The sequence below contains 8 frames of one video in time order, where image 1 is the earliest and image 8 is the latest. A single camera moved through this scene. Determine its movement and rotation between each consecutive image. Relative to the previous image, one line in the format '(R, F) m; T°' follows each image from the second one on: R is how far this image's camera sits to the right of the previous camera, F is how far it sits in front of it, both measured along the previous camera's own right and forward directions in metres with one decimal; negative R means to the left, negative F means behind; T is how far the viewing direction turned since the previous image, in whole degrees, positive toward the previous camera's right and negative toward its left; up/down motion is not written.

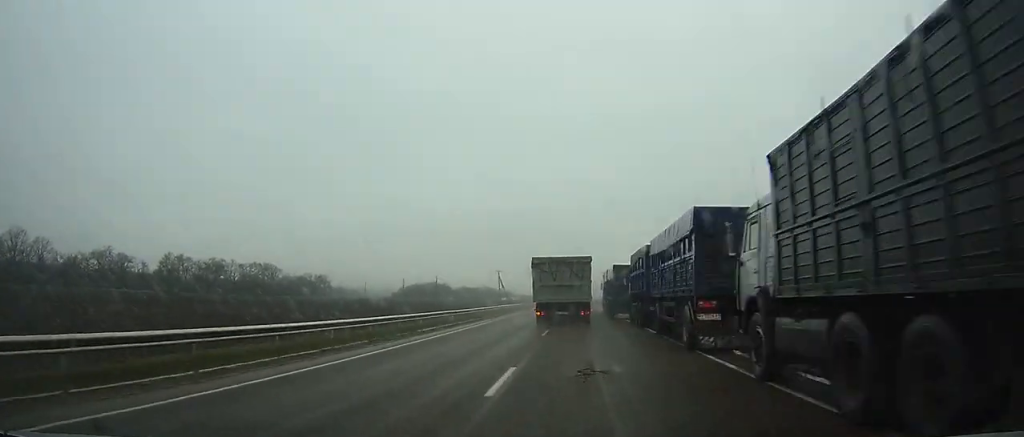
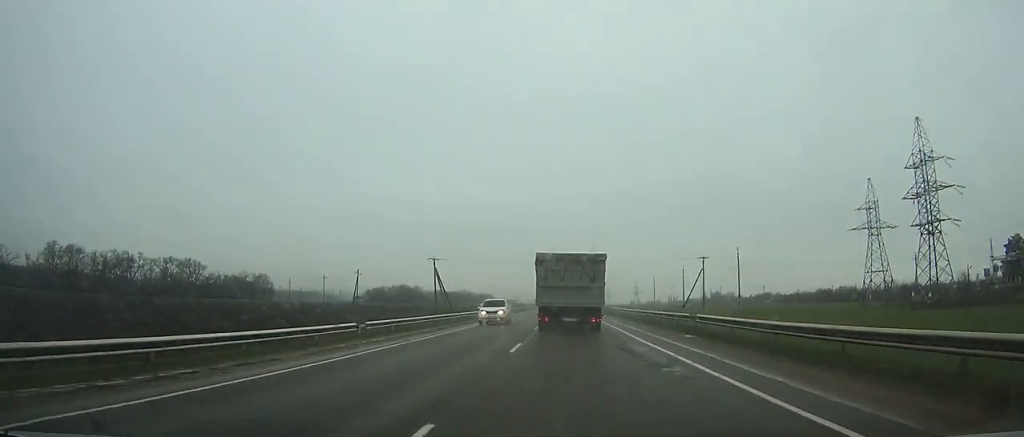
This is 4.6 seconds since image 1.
(+0.5, +66.6) m; 0°
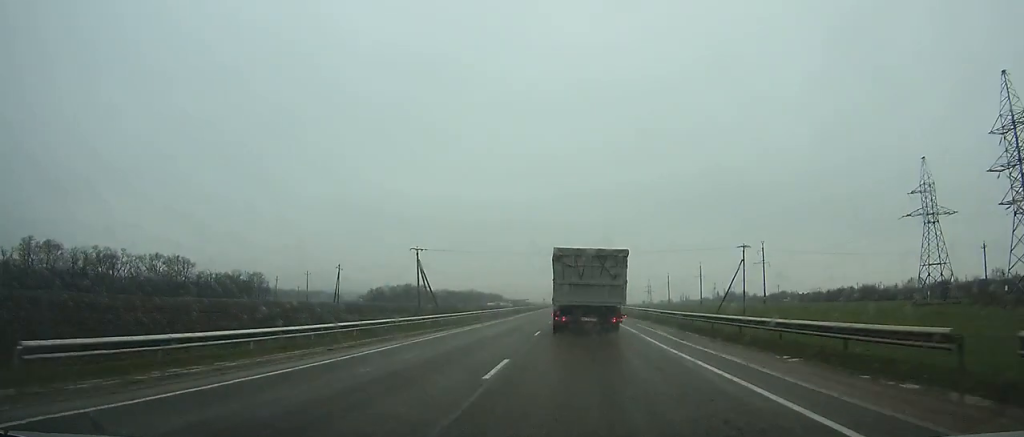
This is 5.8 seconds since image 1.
(-0.2, +17.3) m; 0°
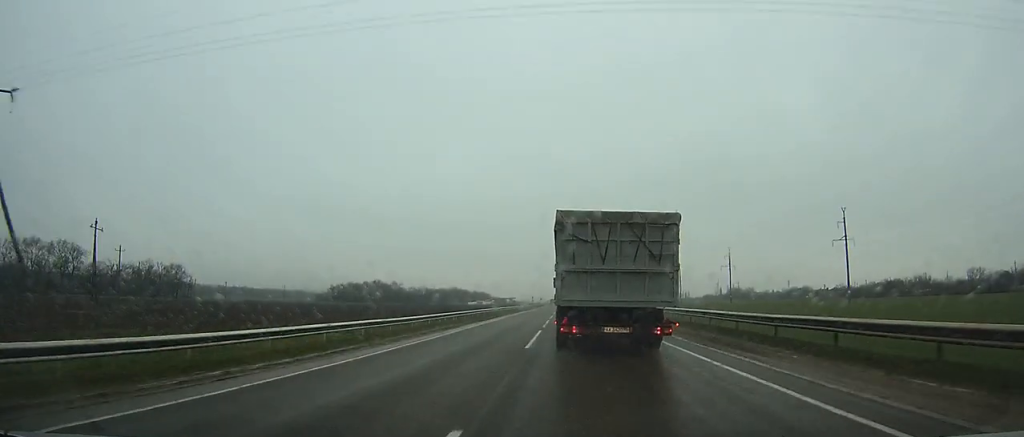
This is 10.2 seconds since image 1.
(0.0, +62.3) m; 0°
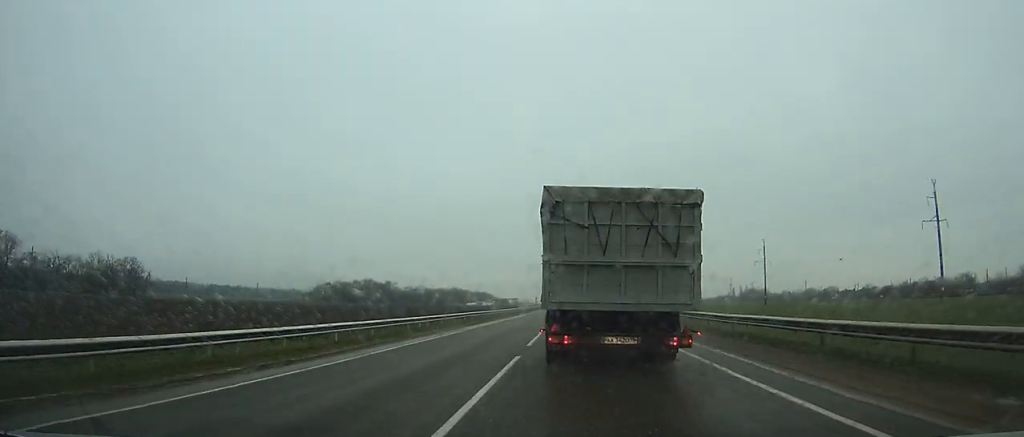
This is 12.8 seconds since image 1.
(0.0, +34.8) m; 0°
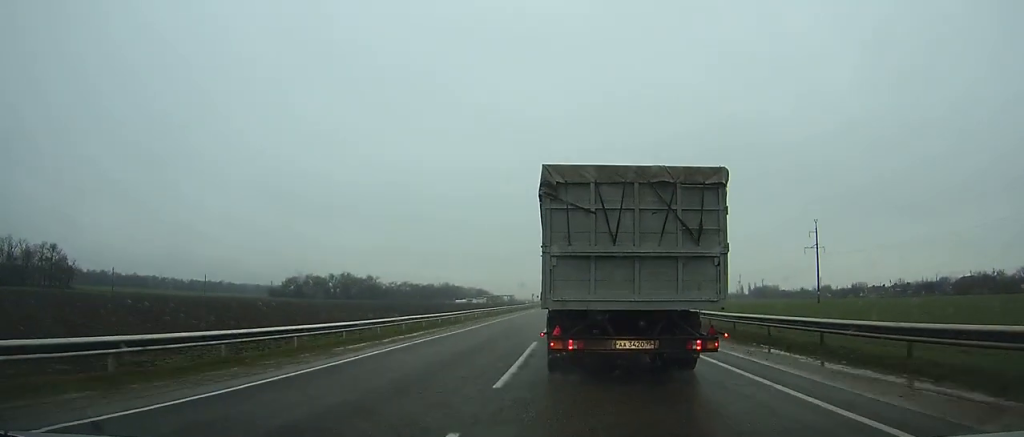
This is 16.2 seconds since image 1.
(-0.2, +43.6) m; -1°
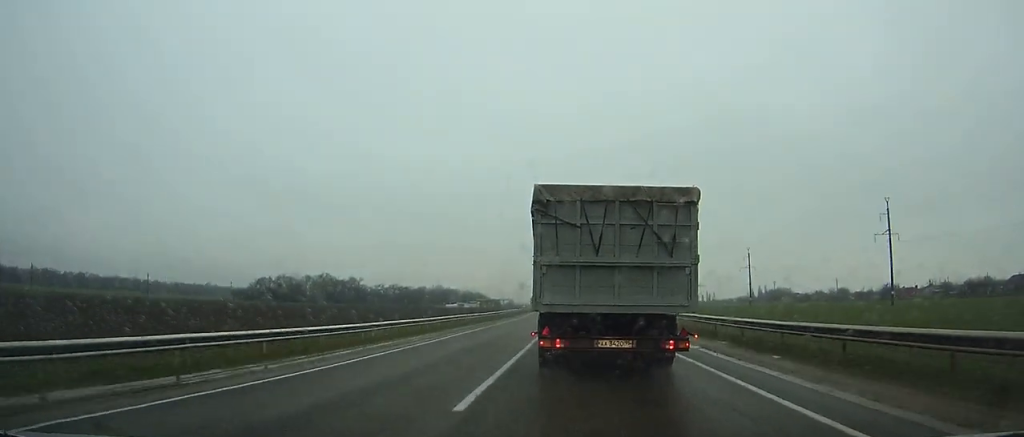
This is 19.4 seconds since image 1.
(-0.1, +39.0) m; +1°
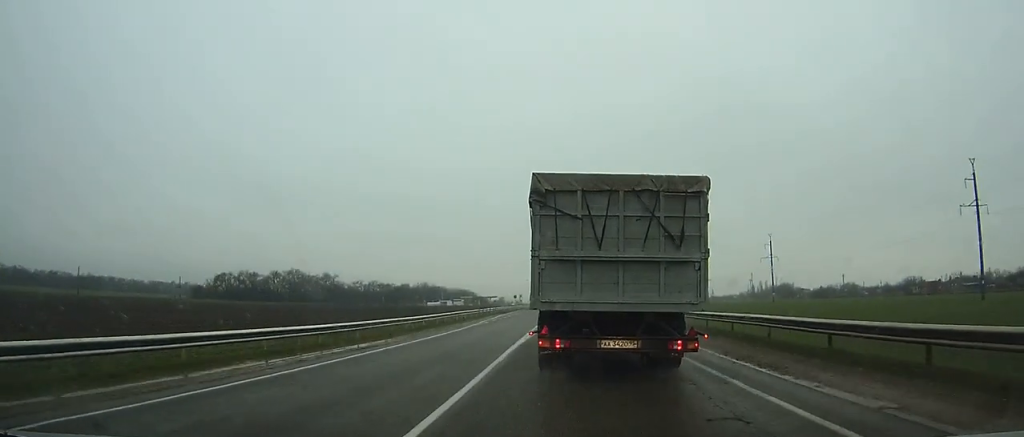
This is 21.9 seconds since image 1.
(+0.5, +29.6) m; +1°
